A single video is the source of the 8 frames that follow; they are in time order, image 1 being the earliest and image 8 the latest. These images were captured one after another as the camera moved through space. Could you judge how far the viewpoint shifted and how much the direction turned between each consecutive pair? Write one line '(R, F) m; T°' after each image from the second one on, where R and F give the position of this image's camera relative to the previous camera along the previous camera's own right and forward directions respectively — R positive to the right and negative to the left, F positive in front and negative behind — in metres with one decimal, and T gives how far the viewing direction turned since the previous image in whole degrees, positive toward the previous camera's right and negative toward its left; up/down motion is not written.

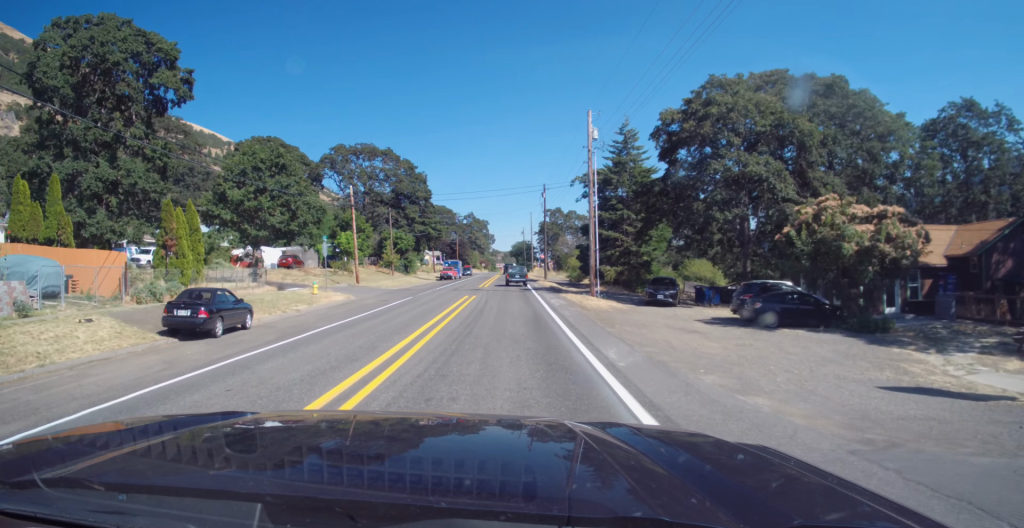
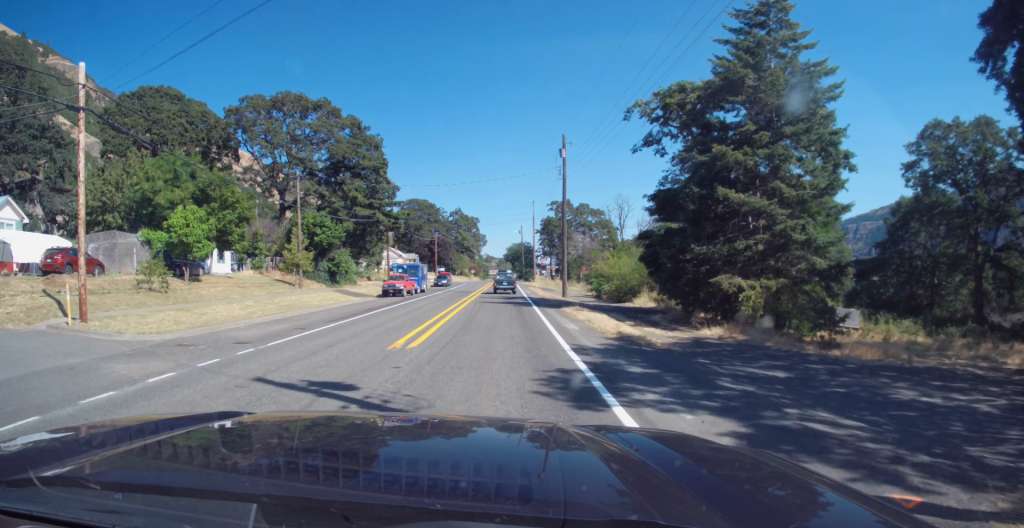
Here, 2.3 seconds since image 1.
(-0.1, +35.0) m; 0°
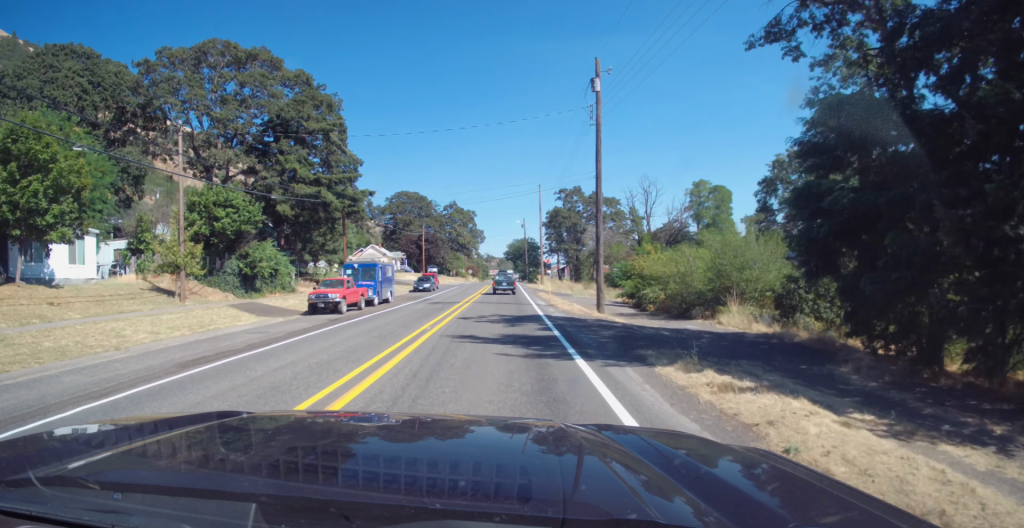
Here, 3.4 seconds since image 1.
(+0.3, +18.0) m; +1°
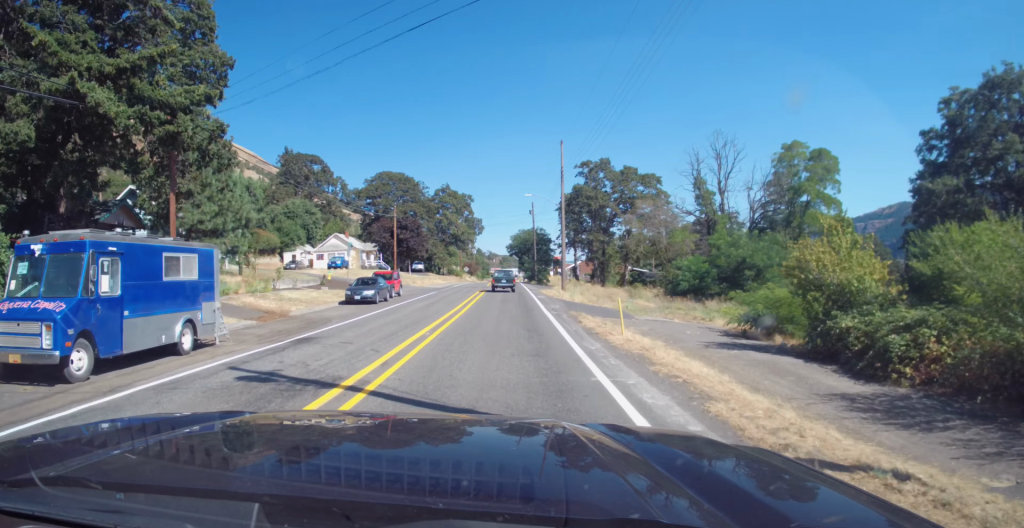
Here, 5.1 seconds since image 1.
(-0.7, +26.7) m; -2°
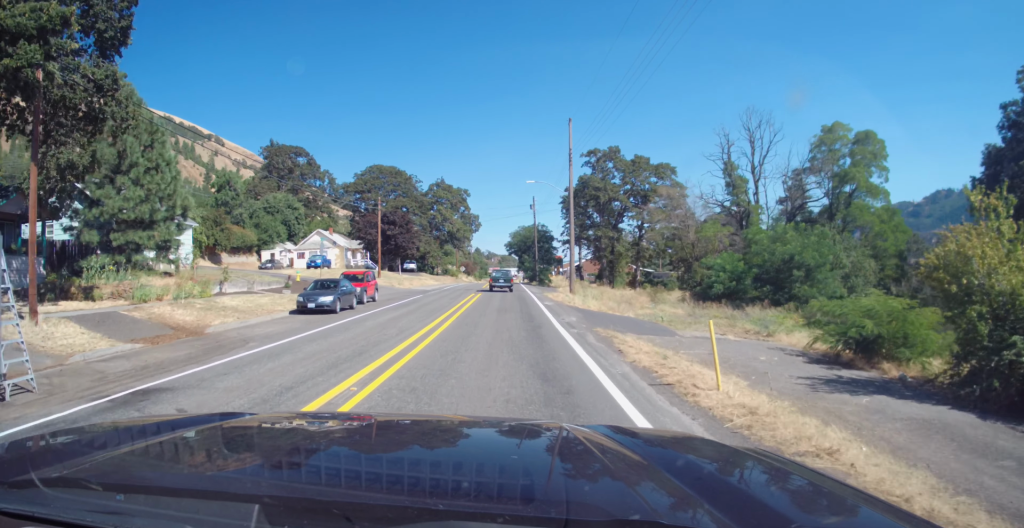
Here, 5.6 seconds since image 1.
(0.0, +8.2) m; 0°
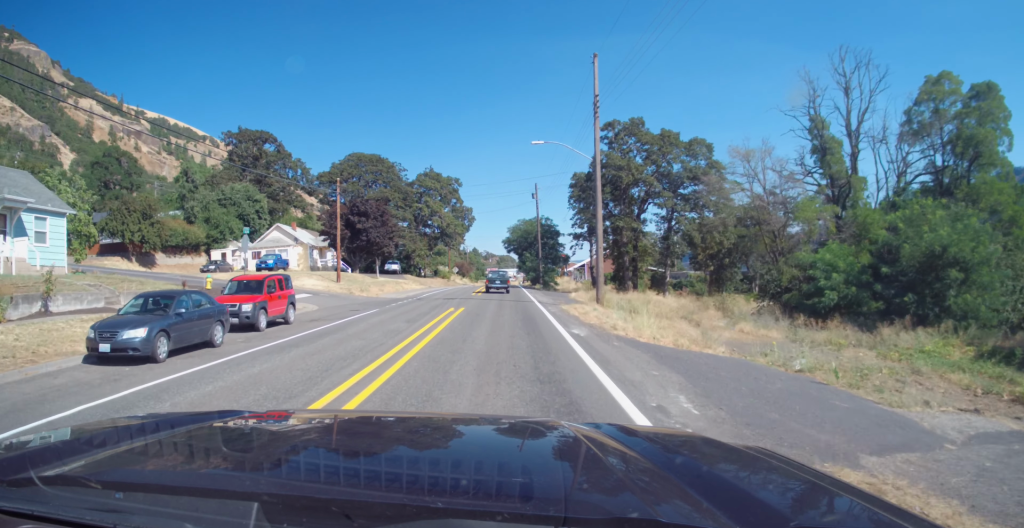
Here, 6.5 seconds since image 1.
(+0.3, +14.1) m; +1°
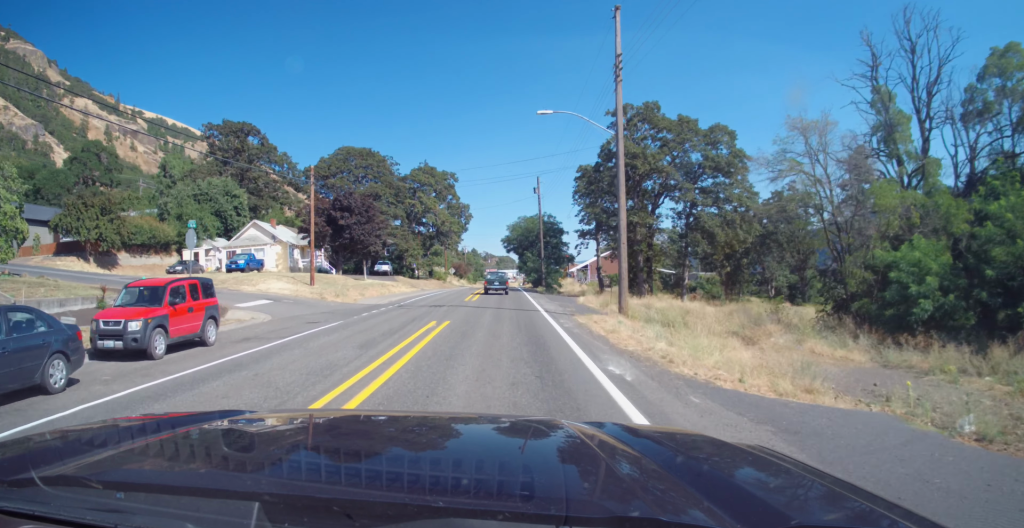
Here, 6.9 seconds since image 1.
(0.0, +6.7) m; 0°
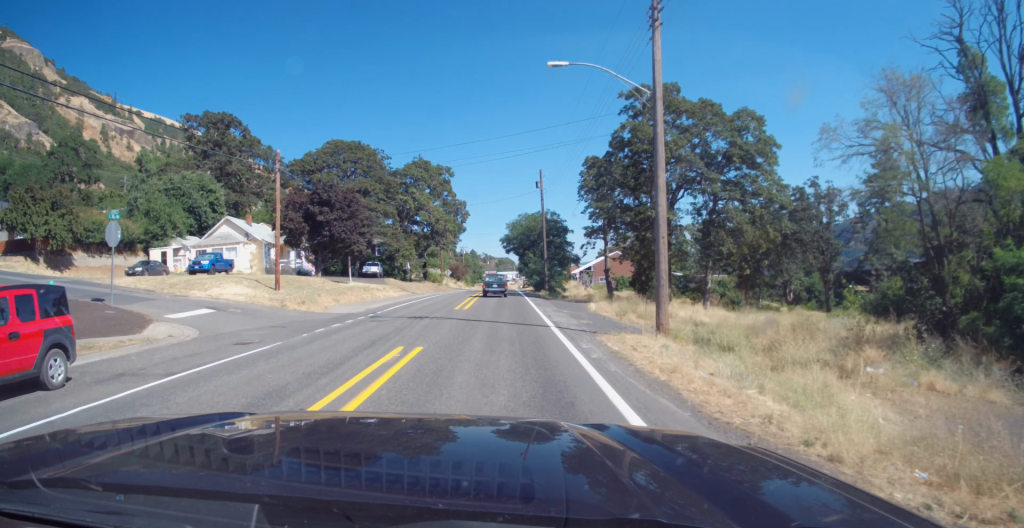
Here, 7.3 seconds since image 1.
(0.0, +6.4) m; 0°
